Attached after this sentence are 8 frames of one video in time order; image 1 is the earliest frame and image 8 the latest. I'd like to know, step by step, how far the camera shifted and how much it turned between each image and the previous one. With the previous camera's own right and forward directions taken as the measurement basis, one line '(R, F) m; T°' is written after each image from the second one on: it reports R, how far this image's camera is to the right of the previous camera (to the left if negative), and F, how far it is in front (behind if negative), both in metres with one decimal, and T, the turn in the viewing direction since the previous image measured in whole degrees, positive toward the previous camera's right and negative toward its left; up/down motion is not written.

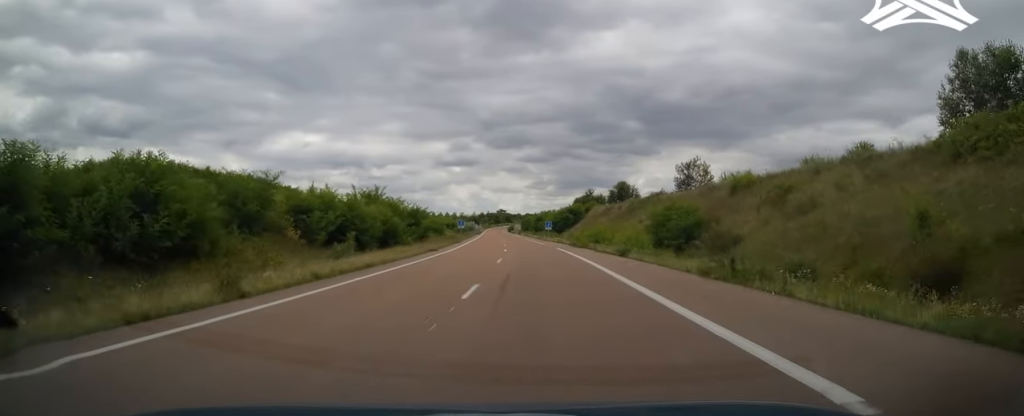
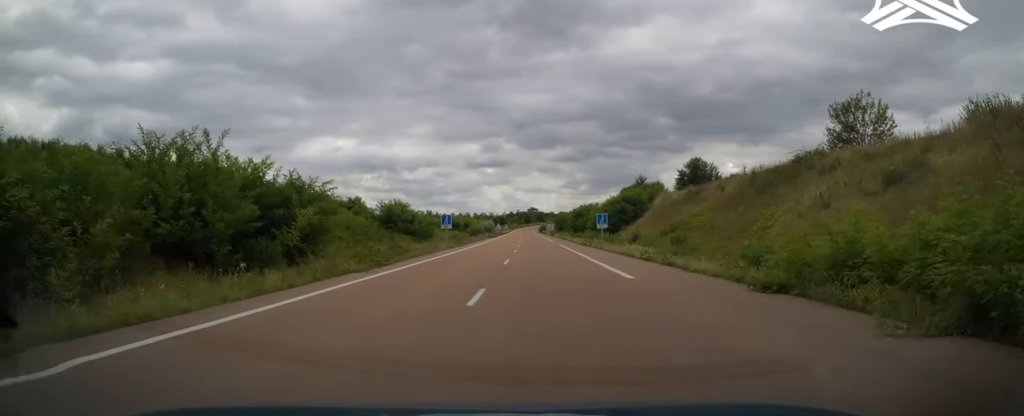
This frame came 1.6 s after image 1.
(-1.8, +40.0) m; -4°
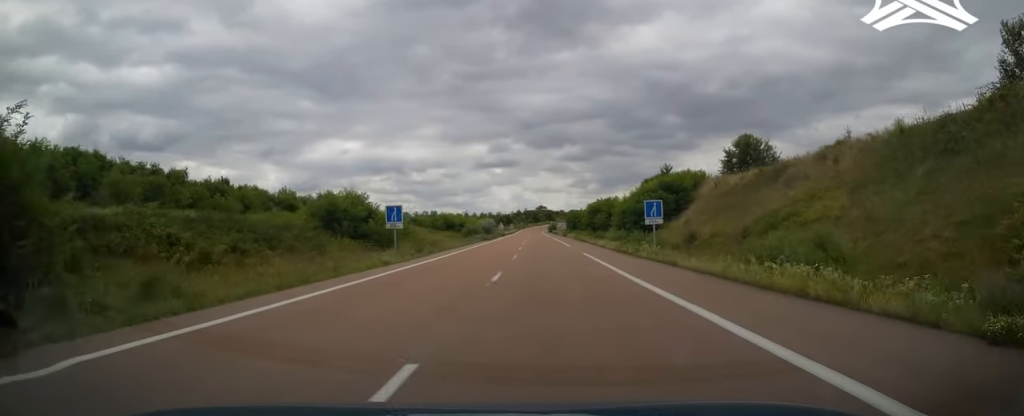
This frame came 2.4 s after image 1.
(-0.3, +20.7) m; -1°
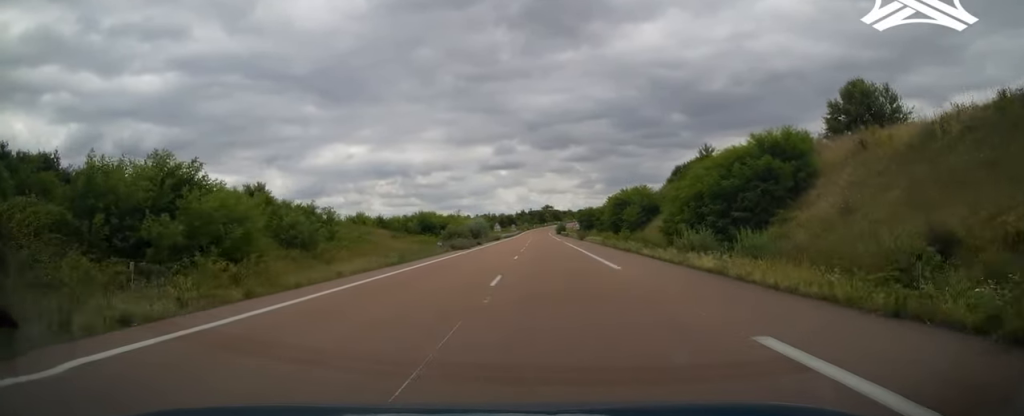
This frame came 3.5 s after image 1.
(-0.2, +27.6) m; -1°
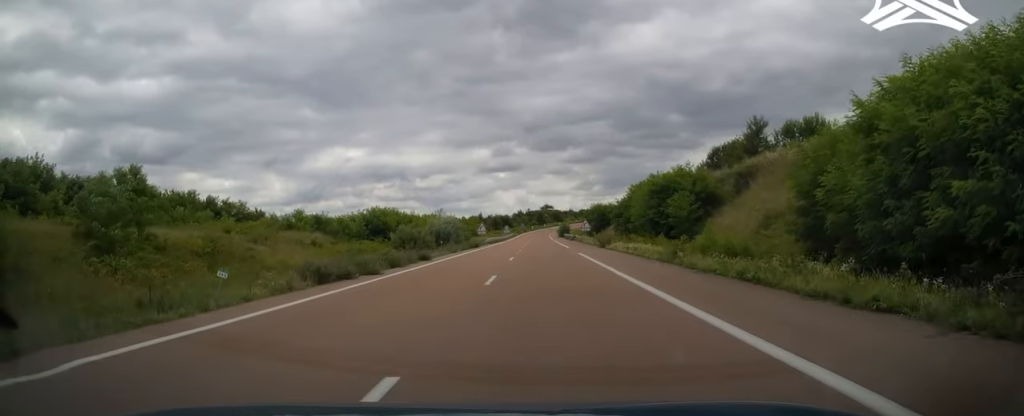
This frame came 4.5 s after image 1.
(0.0, +24.9) m; 0°
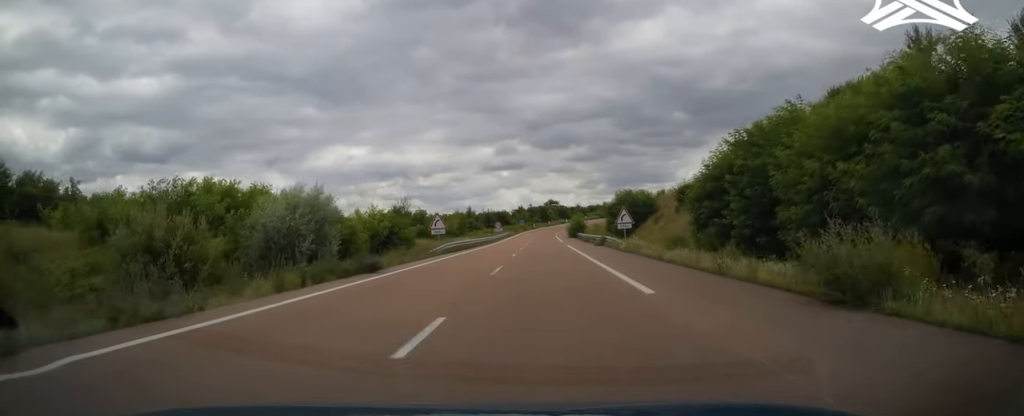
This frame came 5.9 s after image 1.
(-0.2, +35.2) m; 0°
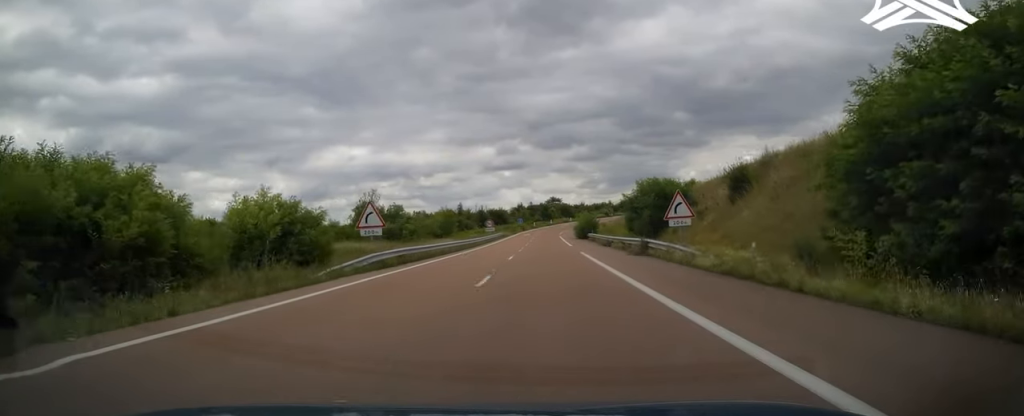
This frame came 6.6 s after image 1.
(0.0, +17.8) m; 0°
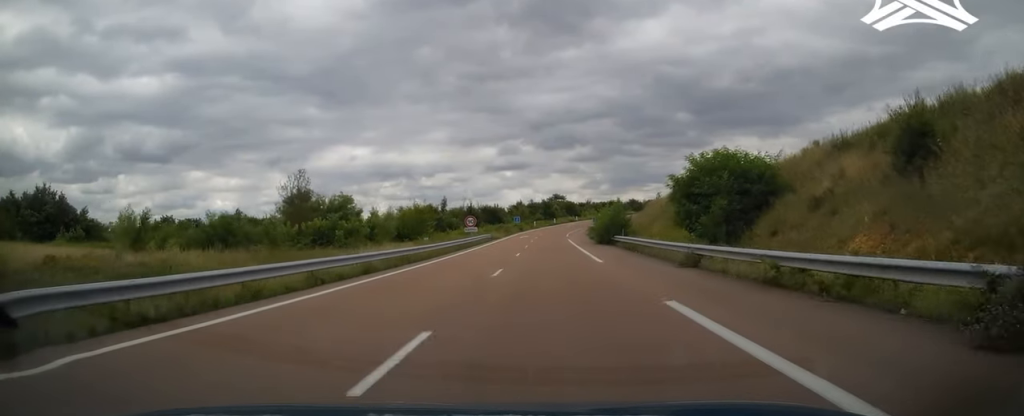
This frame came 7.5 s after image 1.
(0.0, +22.9) m; 0°
